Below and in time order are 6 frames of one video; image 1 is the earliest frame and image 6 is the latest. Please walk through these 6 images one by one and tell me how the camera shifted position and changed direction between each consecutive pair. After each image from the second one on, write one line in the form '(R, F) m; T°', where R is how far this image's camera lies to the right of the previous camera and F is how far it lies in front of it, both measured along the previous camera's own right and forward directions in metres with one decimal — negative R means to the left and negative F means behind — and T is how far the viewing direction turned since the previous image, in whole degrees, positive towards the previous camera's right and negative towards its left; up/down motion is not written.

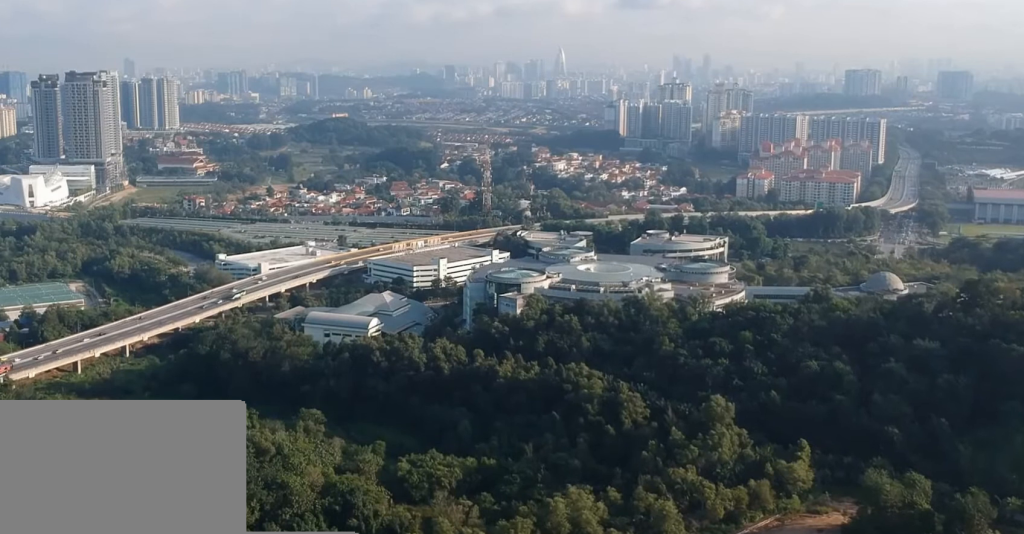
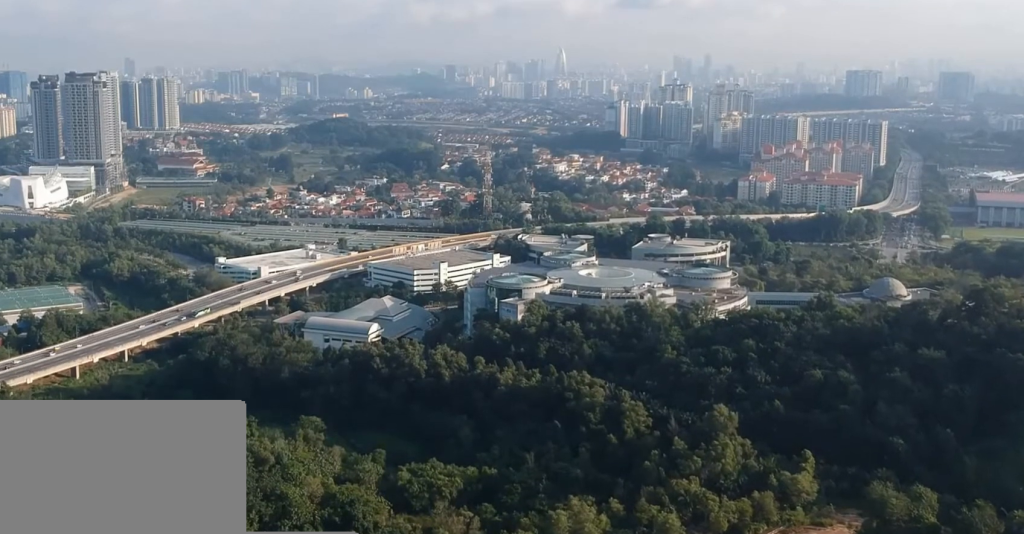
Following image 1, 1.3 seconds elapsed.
(0.0, +3.5) m; 0°
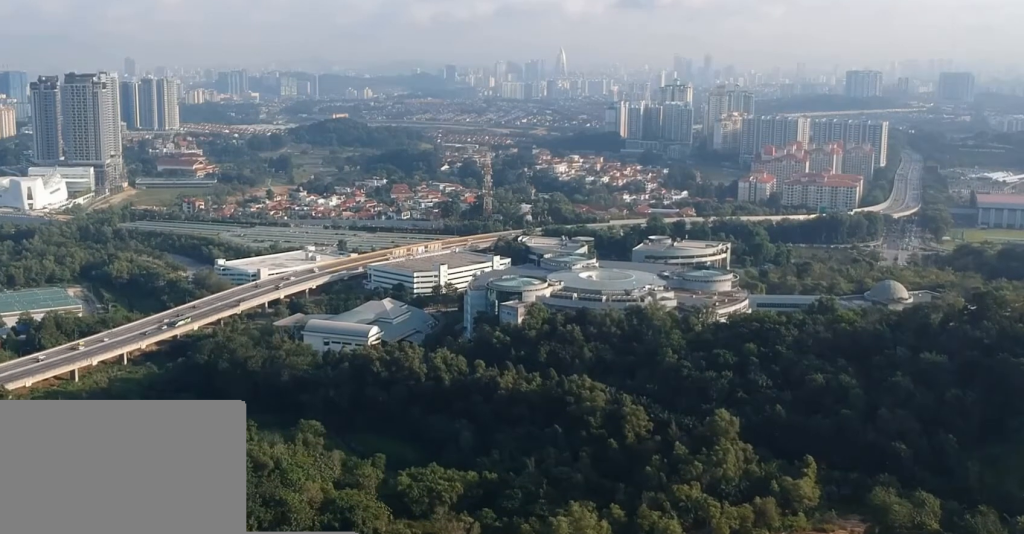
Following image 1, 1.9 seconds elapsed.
(0.0, +1.7) m; 0°
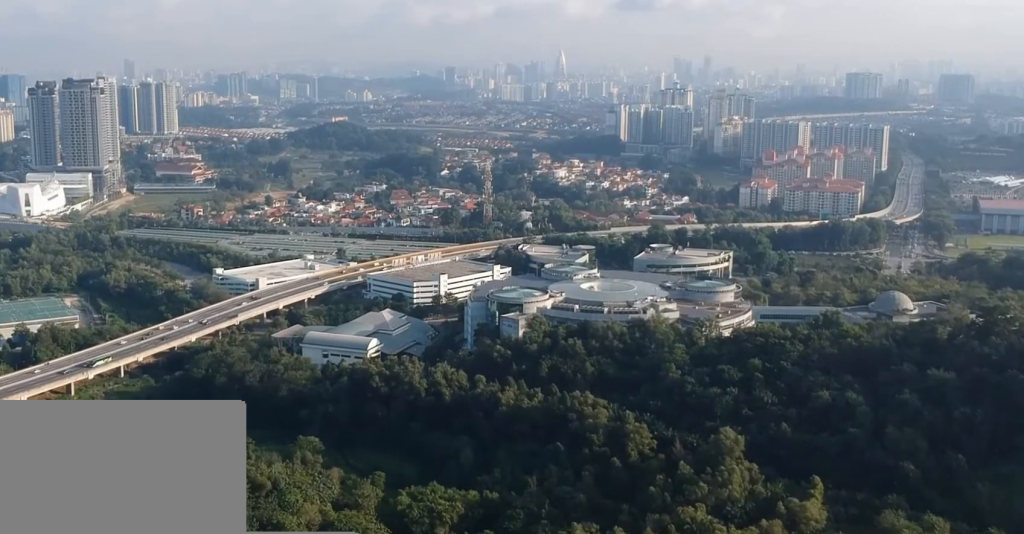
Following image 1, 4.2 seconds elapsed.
(0.0, +6.0) m; +1°
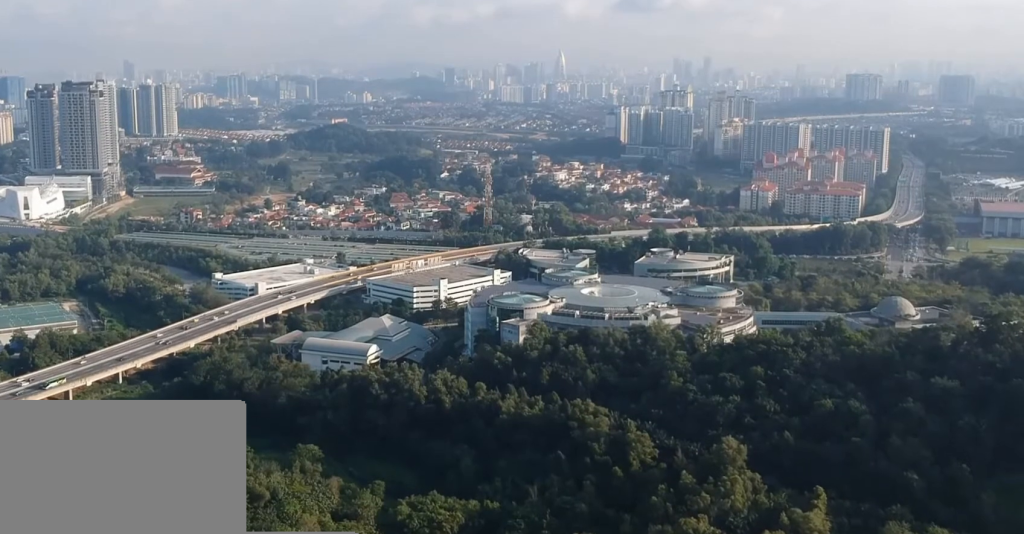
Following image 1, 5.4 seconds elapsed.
(0.0, +2.8) m; 0°
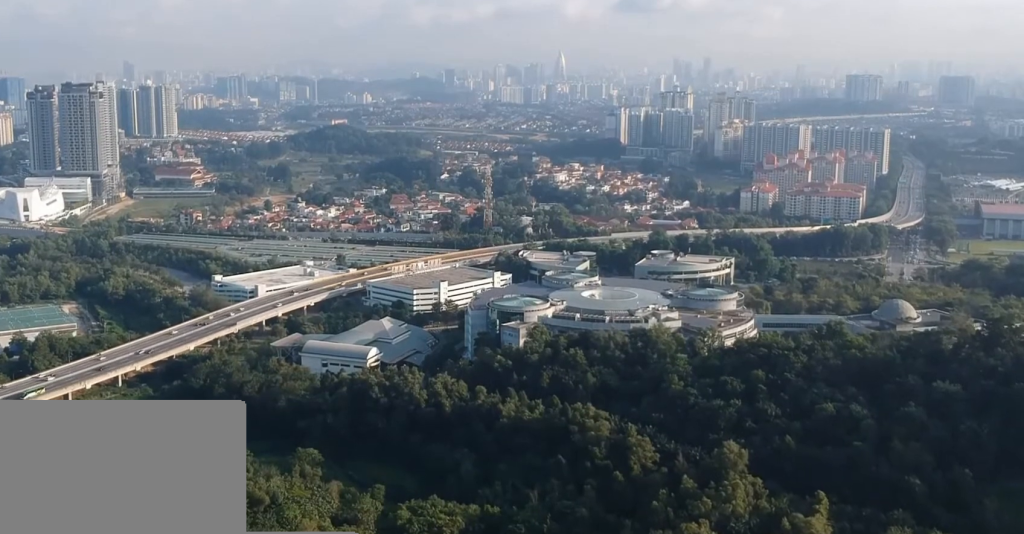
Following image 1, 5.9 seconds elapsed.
(0.0, +1.3) m; -1°
